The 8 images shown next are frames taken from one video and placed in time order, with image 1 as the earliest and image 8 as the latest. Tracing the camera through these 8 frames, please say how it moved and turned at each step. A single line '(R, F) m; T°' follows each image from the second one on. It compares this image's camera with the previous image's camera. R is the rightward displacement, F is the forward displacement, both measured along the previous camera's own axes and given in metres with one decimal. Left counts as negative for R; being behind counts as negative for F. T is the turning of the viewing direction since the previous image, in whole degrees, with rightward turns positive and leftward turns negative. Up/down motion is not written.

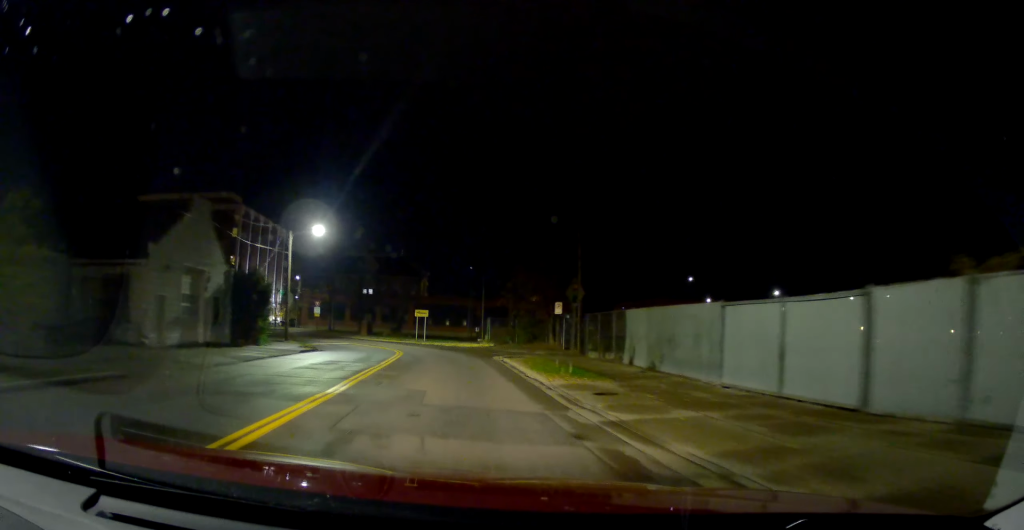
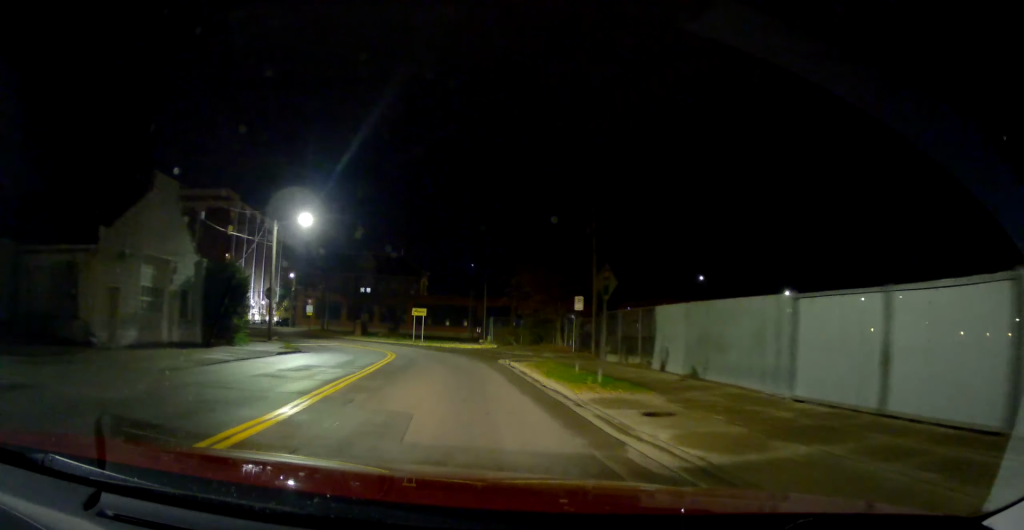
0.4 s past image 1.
(+0.2, +3.4) m; +1°
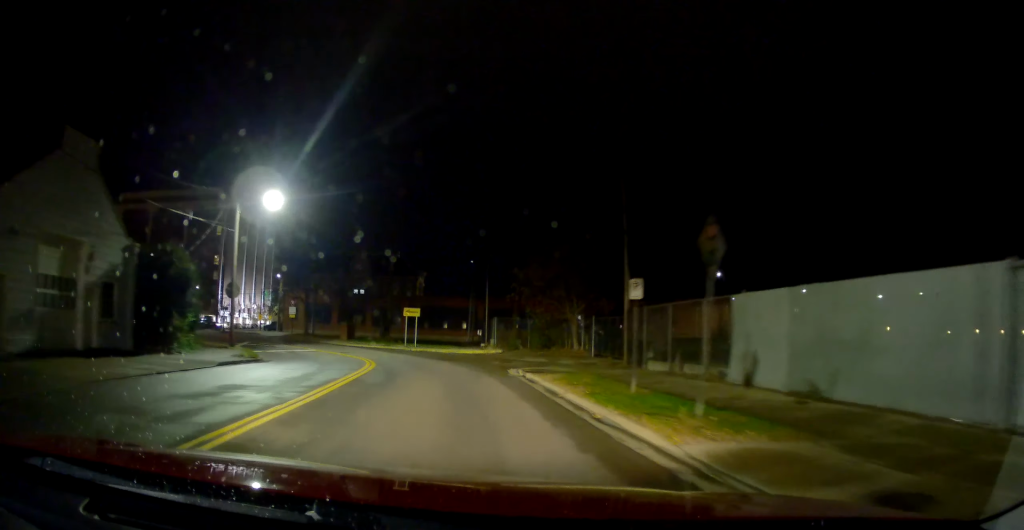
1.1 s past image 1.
(-0.2, +6.2) m; 0°
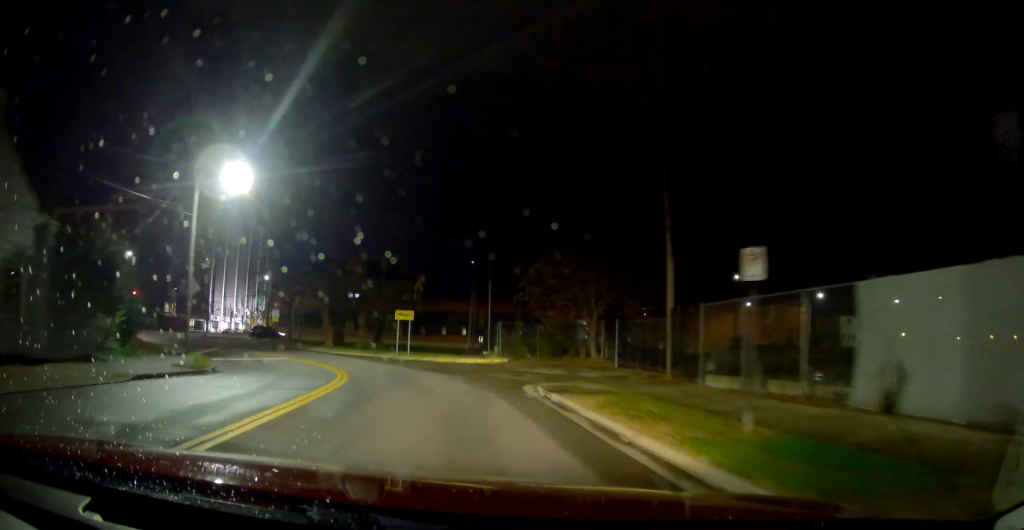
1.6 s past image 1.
(0.0, +5.4) m; 0°
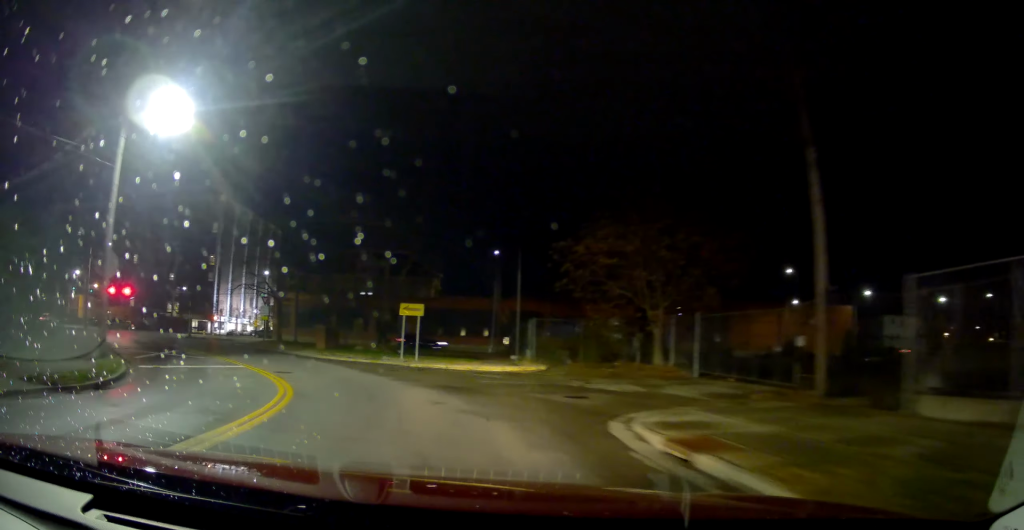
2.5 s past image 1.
(+0.2, +8.6) m; -2°
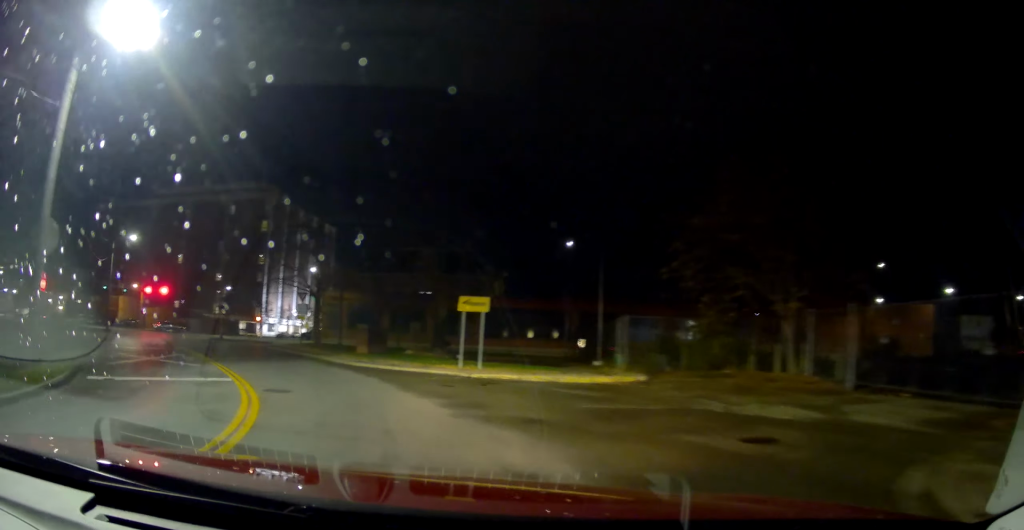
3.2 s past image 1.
(-0.4, +6.6) m; -1°
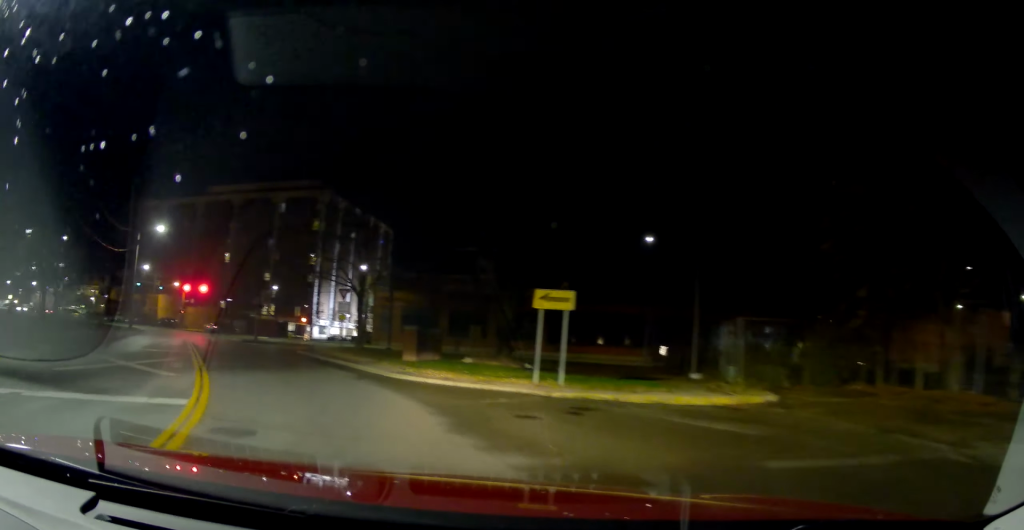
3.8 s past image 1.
(0.0, +5.9) m; -2°
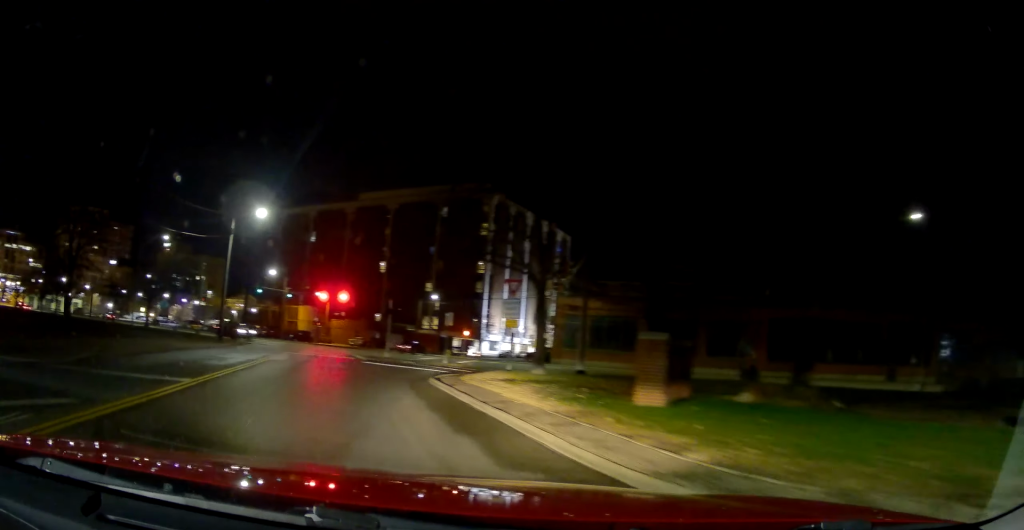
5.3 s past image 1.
(-1.1, +14.4) m; -10°
